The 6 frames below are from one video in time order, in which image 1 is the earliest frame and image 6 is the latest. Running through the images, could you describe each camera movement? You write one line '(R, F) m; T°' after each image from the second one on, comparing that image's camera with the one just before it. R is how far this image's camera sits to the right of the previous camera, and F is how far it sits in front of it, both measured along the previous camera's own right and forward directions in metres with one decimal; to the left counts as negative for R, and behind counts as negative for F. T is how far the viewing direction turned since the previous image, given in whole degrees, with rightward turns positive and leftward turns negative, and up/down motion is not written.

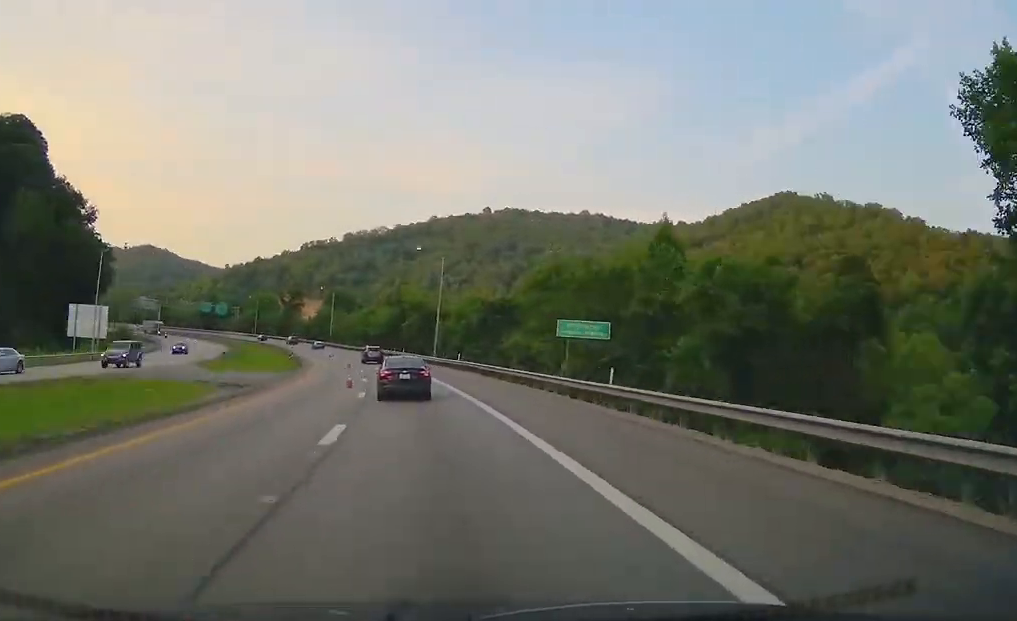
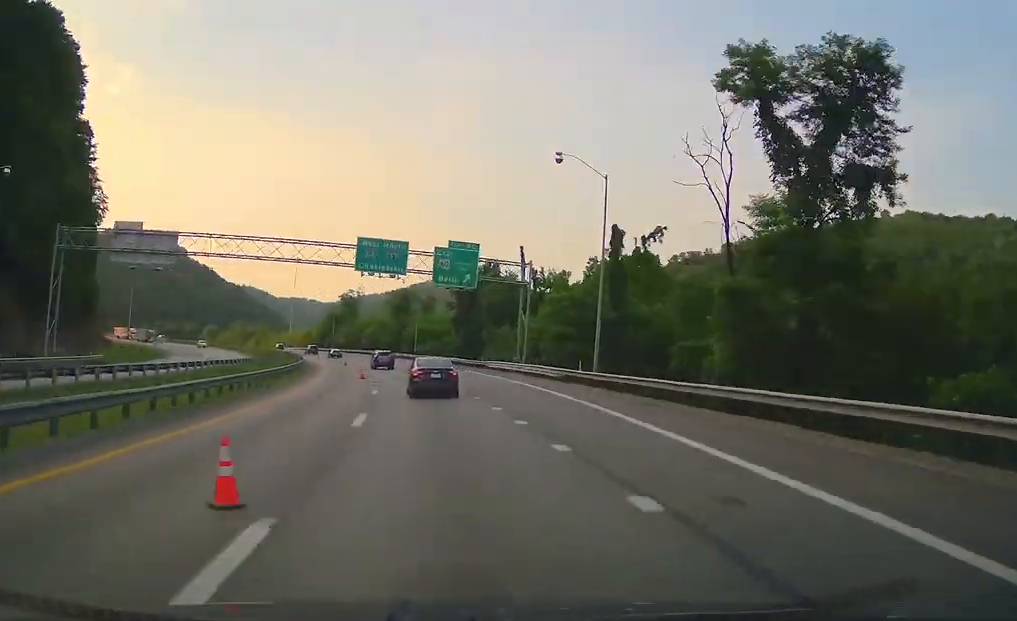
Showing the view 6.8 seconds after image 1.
(-43.8, +172.6) m; -29°
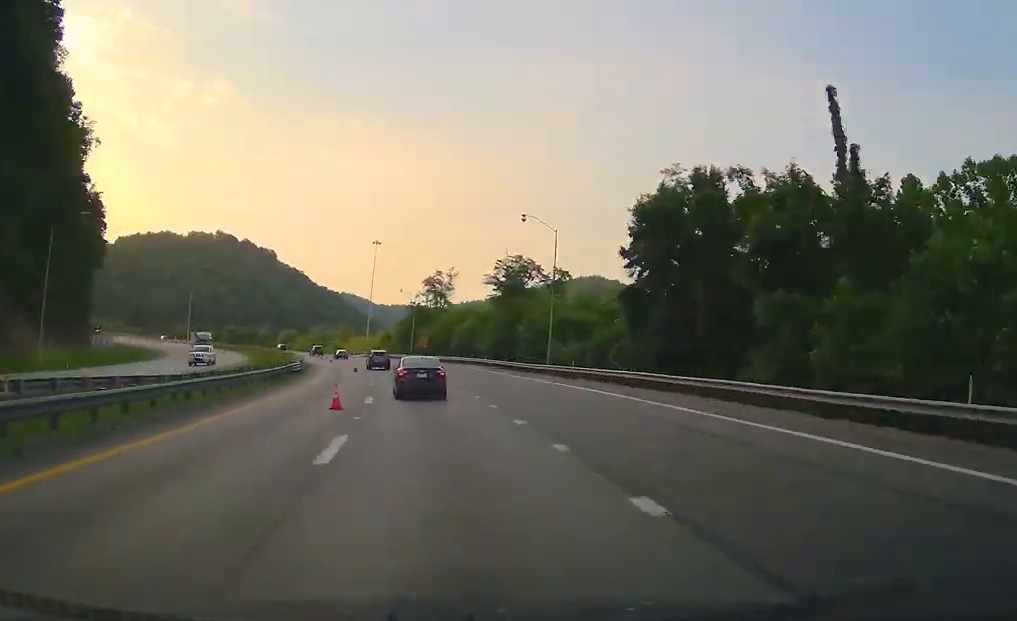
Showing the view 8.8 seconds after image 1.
(-3.6, +54.3) m; -8°
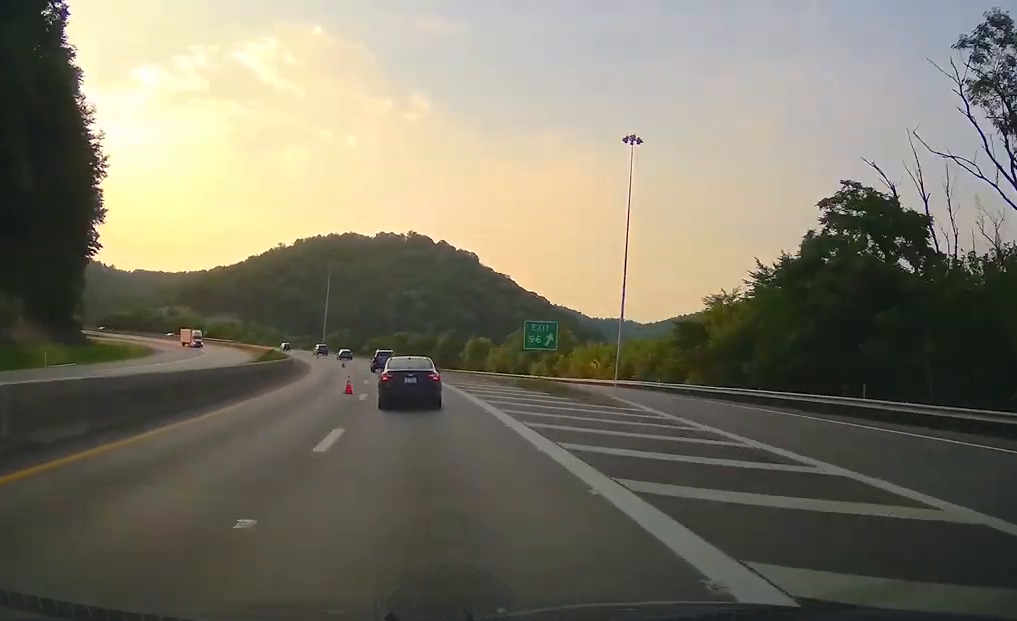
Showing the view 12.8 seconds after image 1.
(-15.6, +106.1) m; -18°
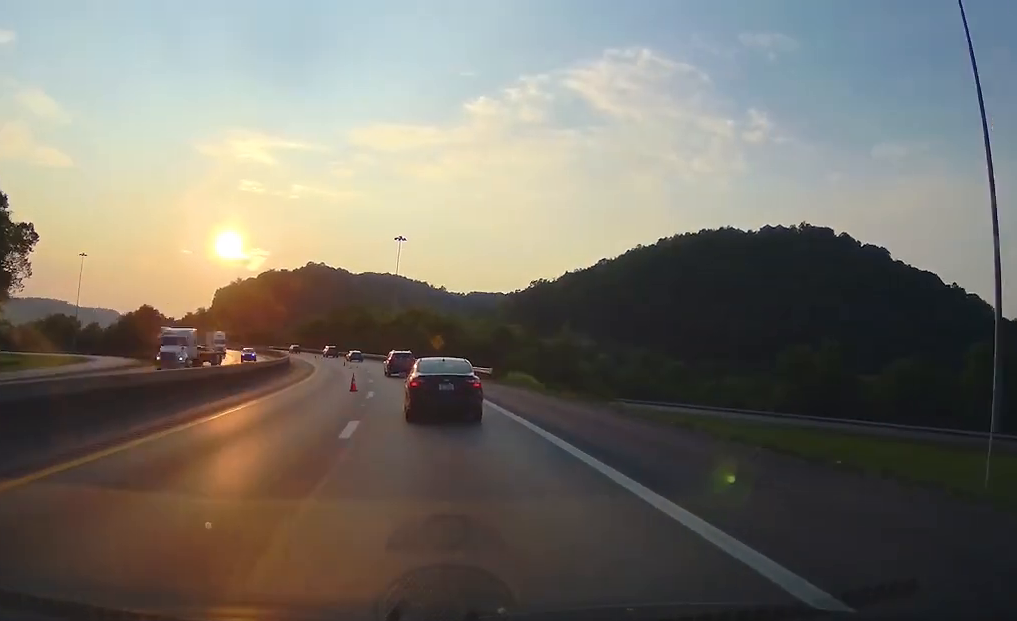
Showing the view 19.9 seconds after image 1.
(-49.2, +174.3) m; -30°
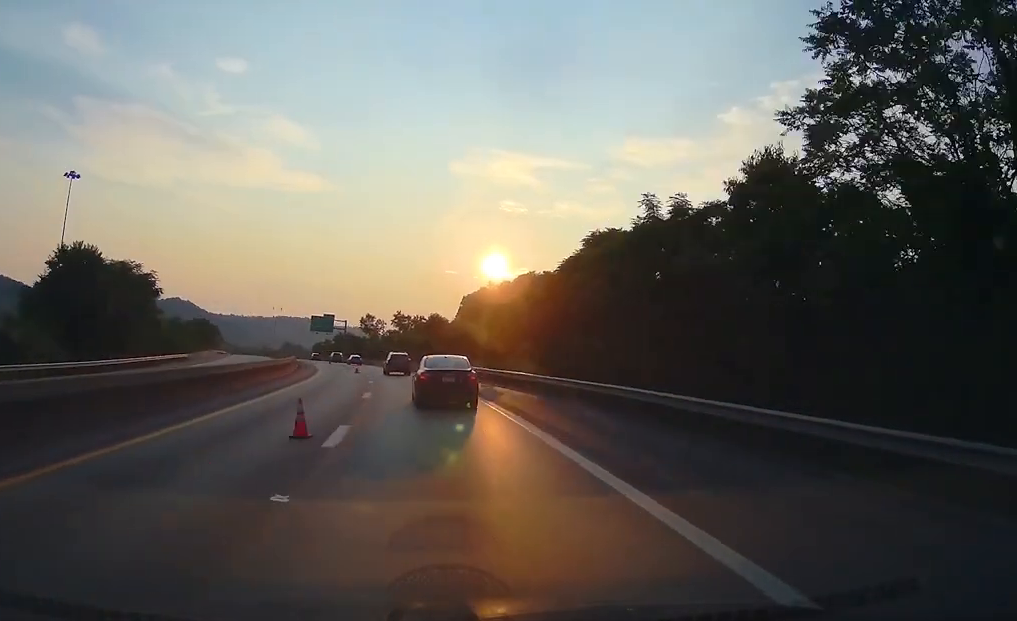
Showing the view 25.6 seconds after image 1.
(-25.2, +139.3) m; -20°
